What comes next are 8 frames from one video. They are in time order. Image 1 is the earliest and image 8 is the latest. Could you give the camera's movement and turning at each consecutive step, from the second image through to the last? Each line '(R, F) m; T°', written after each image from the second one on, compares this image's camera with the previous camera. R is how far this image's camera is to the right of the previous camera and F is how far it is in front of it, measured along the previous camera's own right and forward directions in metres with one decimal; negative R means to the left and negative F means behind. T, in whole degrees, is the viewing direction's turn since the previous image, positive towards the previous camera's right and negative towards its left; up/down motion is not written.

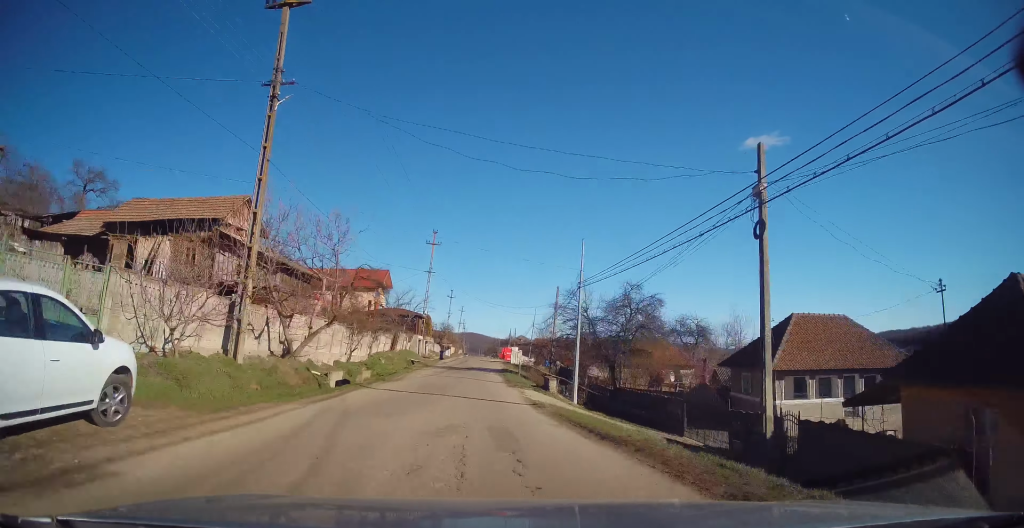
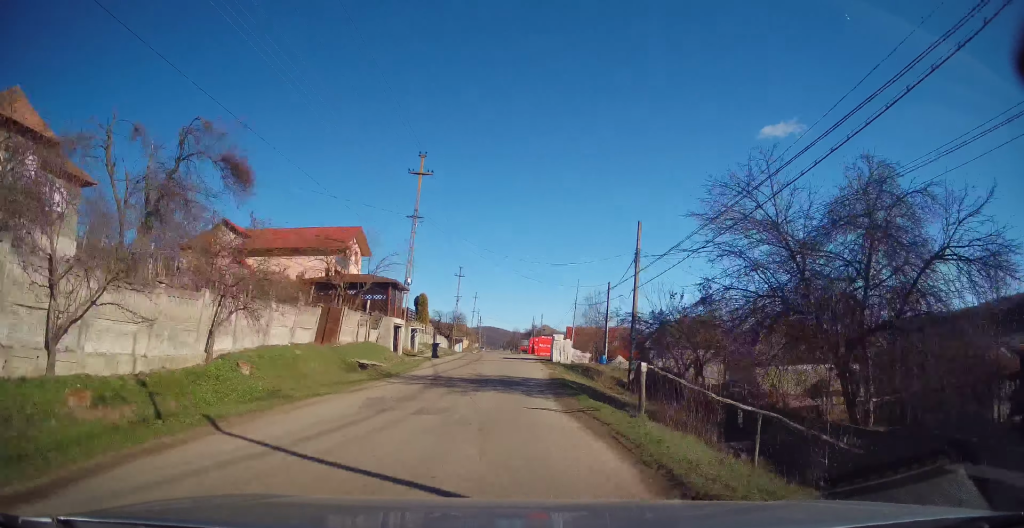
(-0.8, +21.8) m; -2°
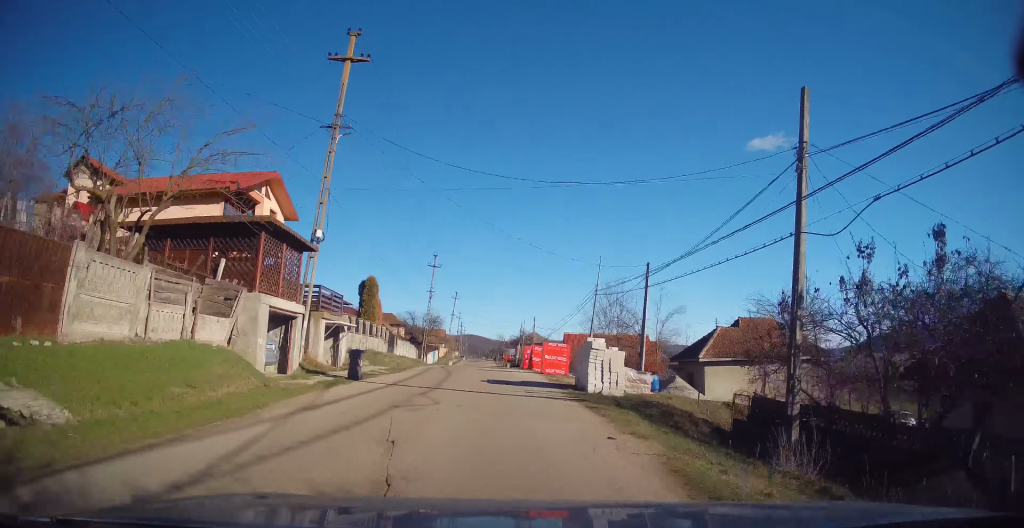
(+0.1, +15.5) m; +2°
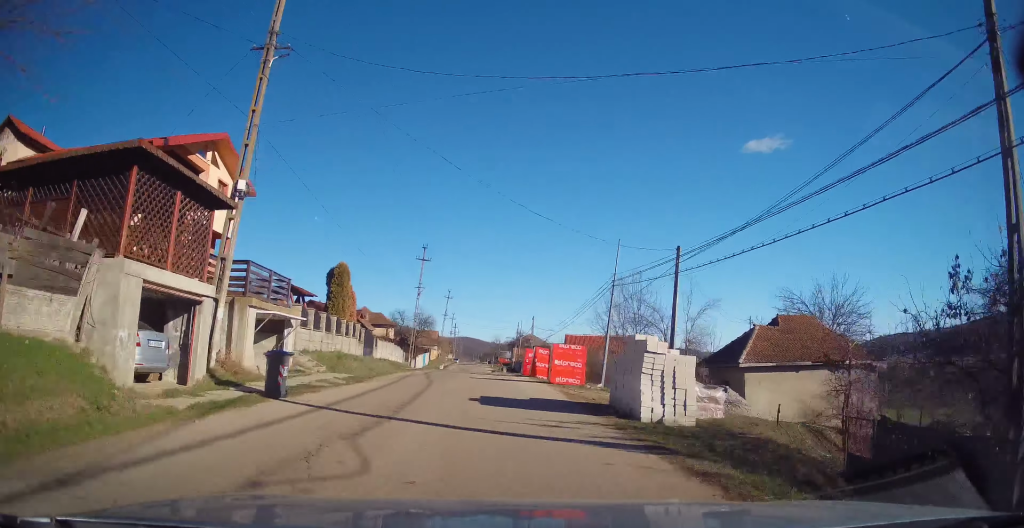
(+0.2, +5.9) m; 0°
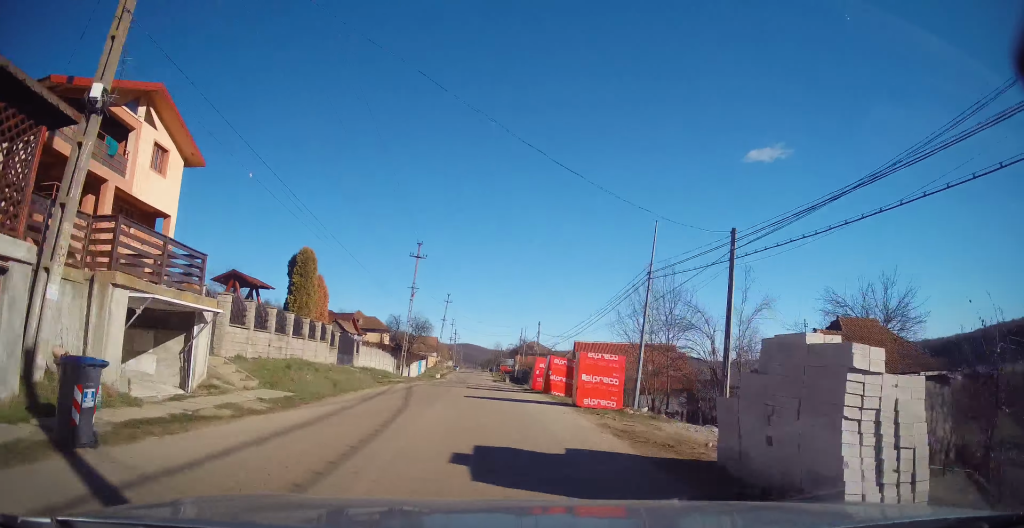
(+0.2, +5.9) m; 0°
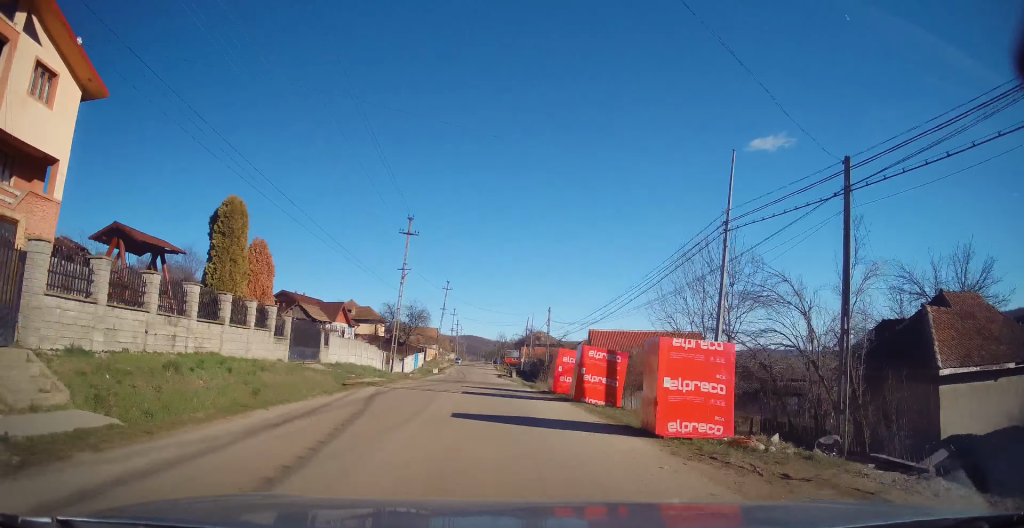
(-0.3, +7.1) m; -1°
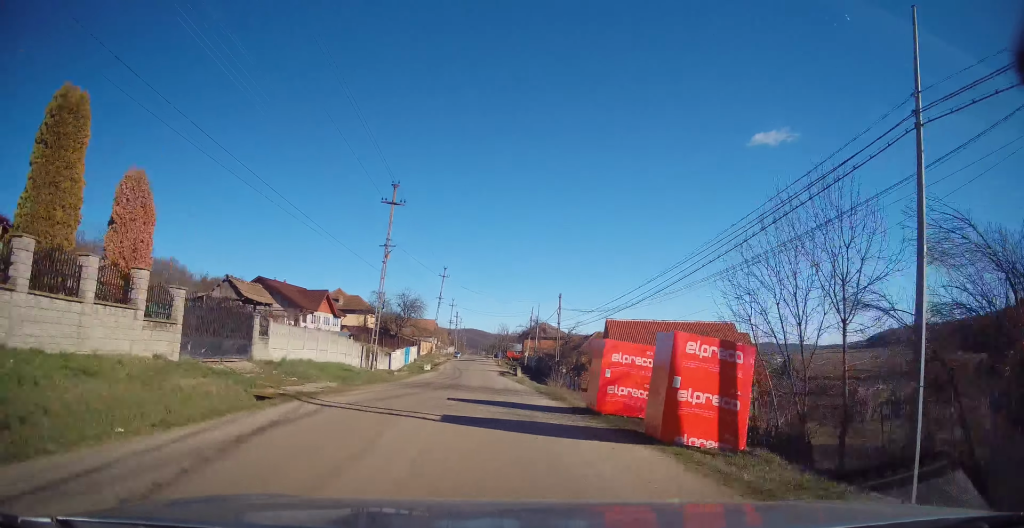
(-0.1, +7.6) m; 0°
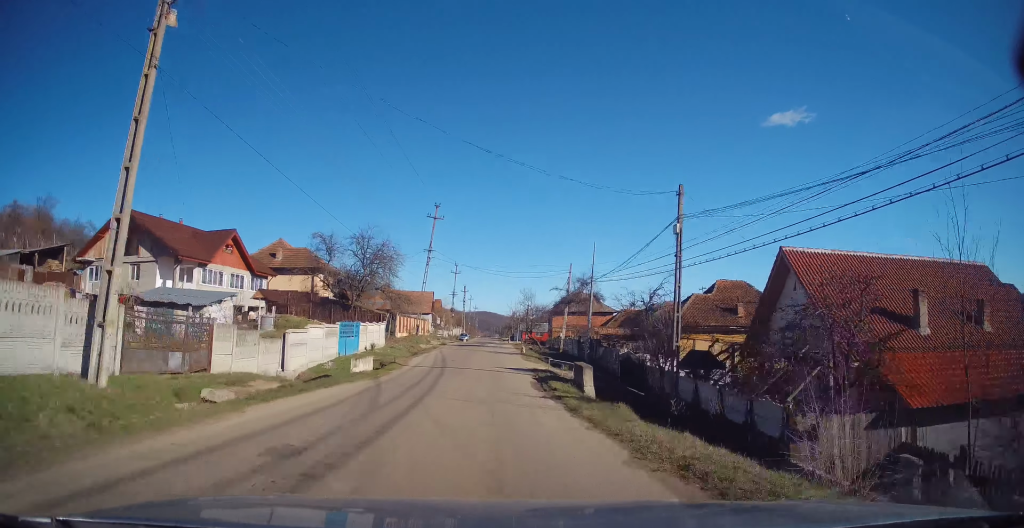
(+0.8, +26.9) m; 0°
